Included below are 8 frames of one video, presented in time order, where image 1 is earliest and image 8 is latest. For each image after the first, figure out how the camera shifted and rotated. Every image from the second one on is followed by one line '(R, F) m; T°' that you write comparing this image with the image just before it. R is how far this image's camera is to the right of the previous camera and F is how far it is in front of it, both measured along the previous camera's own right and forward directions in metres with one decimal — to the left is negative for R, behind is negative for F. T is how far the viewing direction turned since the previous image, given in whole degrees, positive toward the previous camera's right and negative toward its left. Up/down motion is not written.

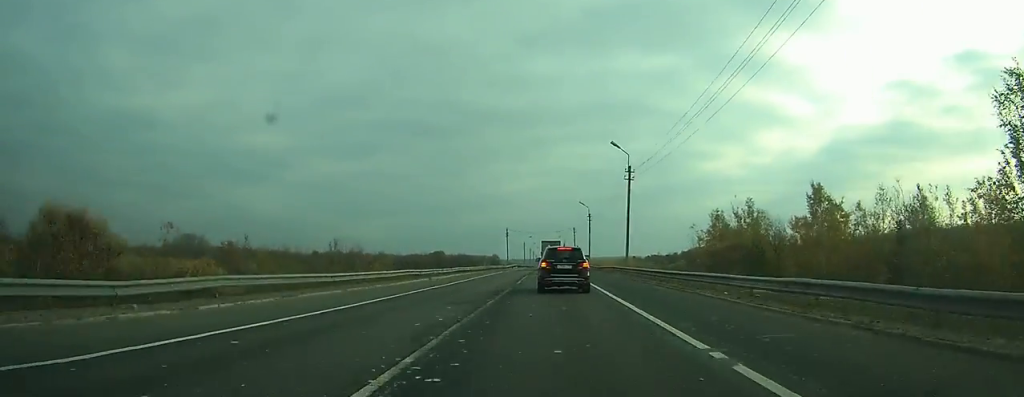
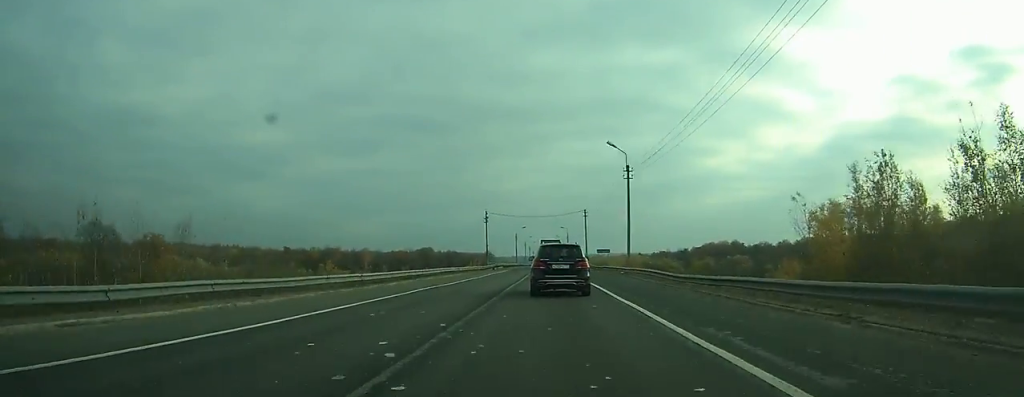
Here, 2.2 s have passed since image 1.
(-0.2, +38.3) m; 0°
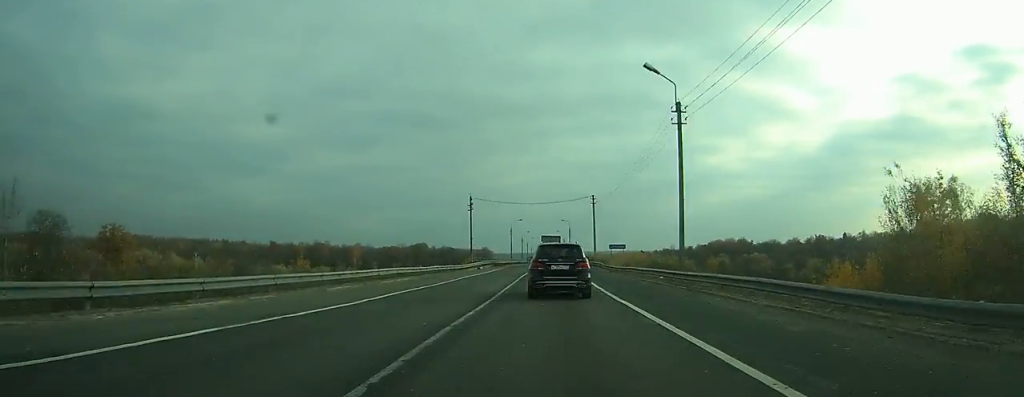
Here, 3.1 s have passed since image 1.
(0.0, +15.1) m; 0°
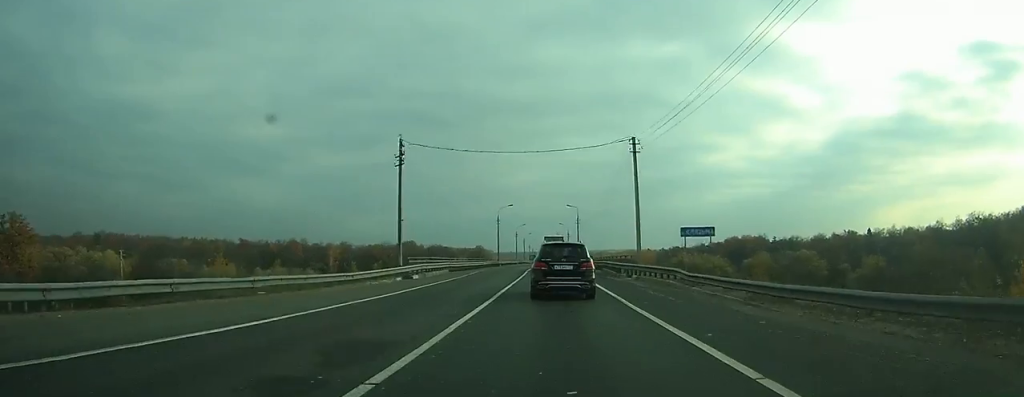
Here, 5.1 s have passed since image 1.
(0.0, +31.4) m; 0°
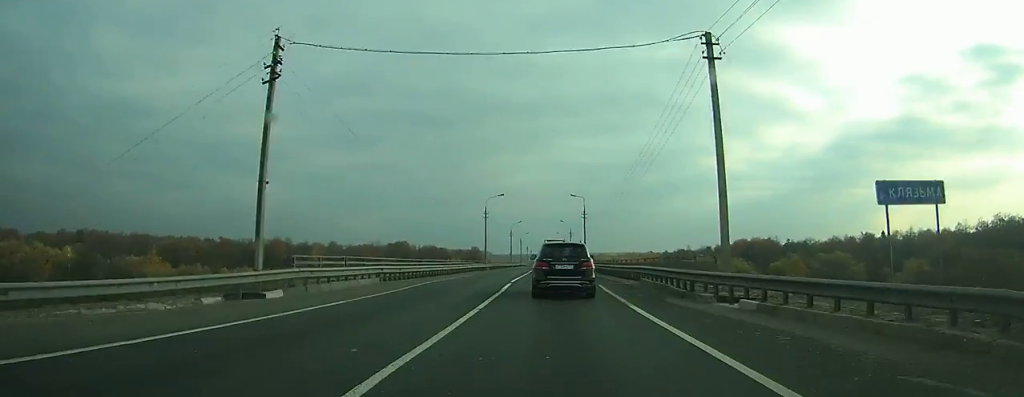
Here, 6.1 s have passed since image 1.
(0.0, +17.6) m; 0°
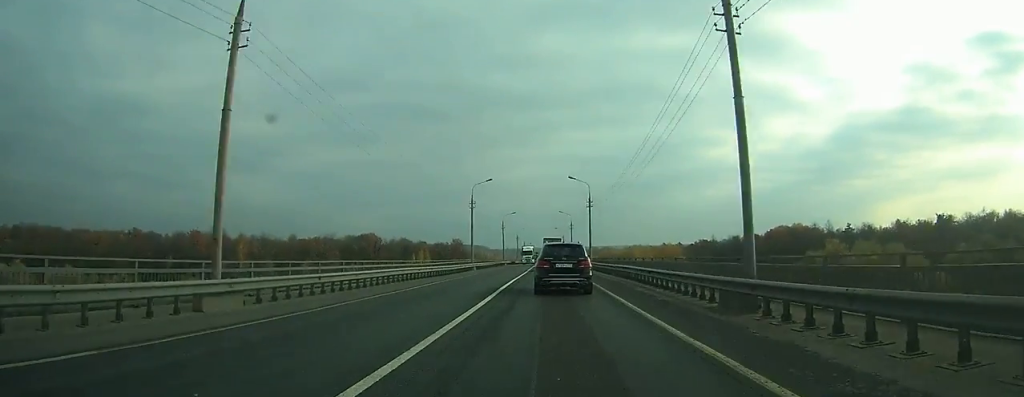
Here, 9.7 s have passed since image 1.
(0.0, +61.5) m; 0°
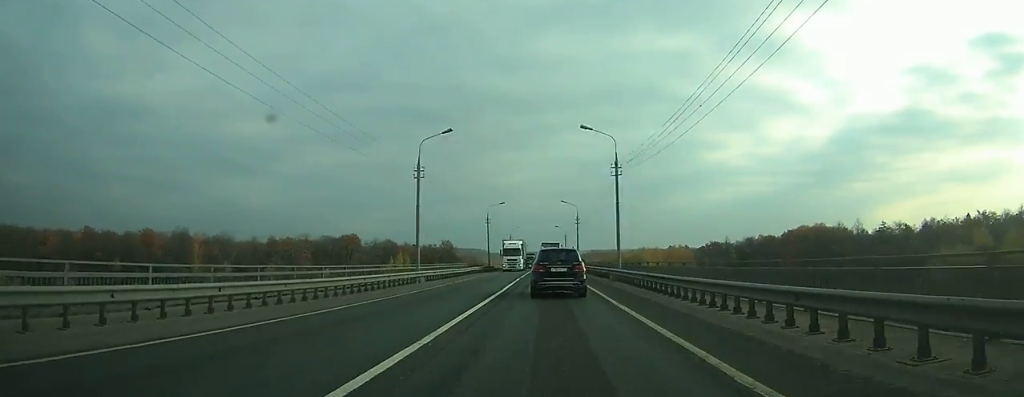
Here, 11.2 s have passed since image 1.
(0.0, +26.2) m; 0°
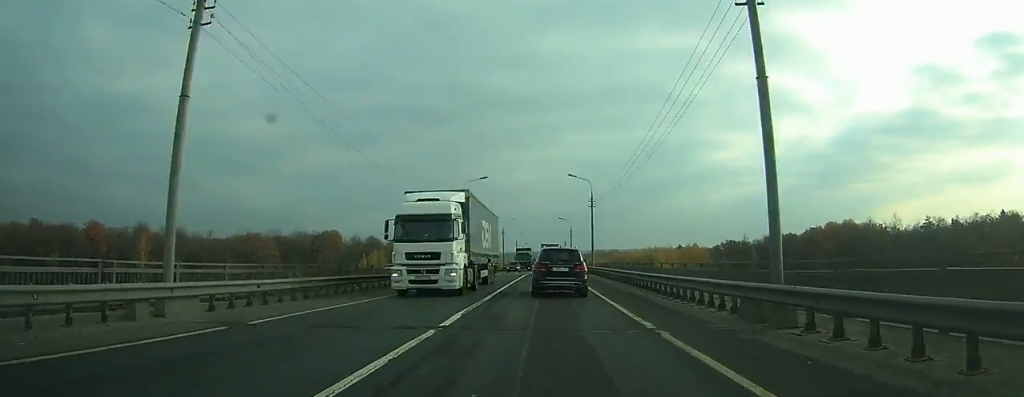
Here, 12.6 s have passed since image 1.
(-0.1, +25.5) m; 0°
